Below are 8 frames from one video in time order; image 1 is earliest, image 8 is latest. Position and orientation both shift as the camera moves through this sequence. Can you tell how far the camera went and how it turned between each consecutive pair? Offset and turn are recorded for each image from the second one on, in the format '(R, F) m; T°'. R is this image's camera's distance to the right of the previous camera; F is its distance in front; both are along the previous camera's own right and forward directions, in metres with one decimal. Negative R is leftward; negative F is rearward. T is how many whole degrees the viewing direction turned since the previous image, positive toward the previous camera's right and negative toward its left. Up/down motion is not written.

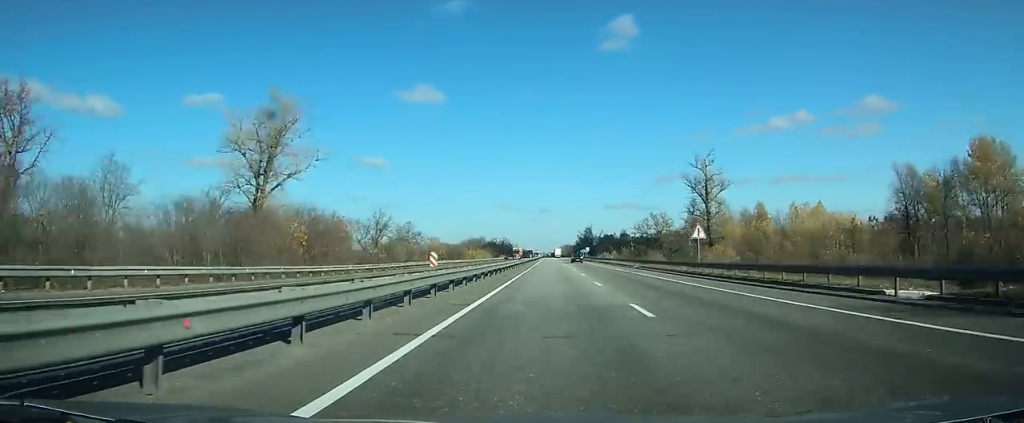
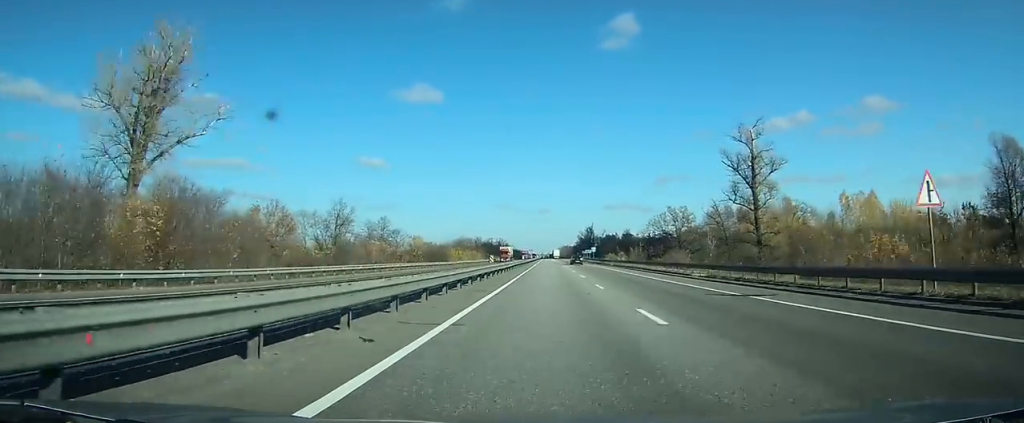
(+0.1, +24.1) m; 0°
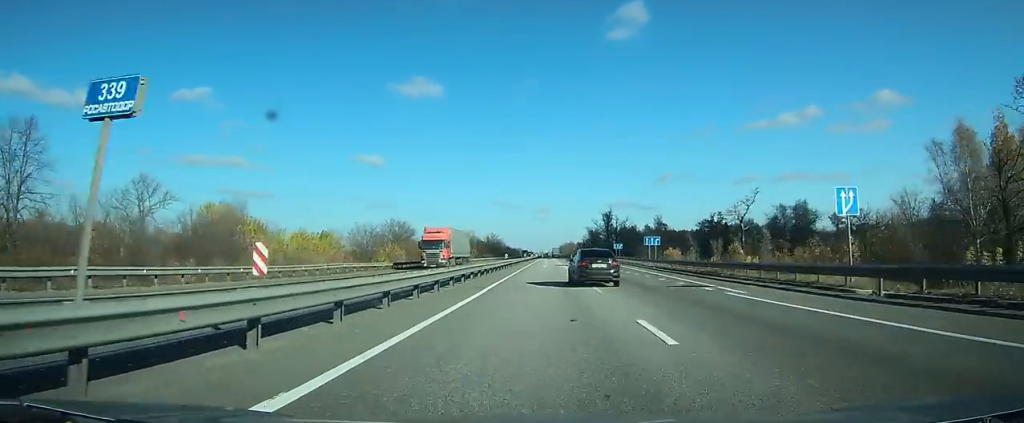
(+0.2, +112.3) m; 0°
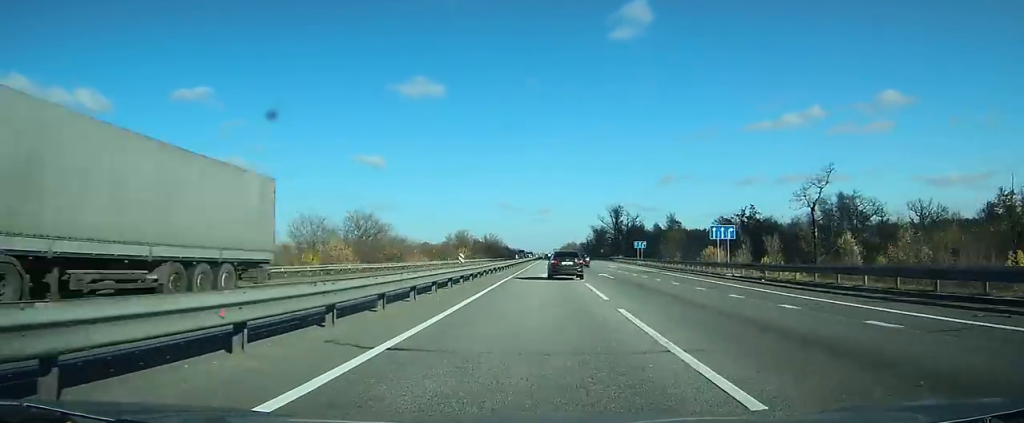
(0.0, +28.2) m; 0°
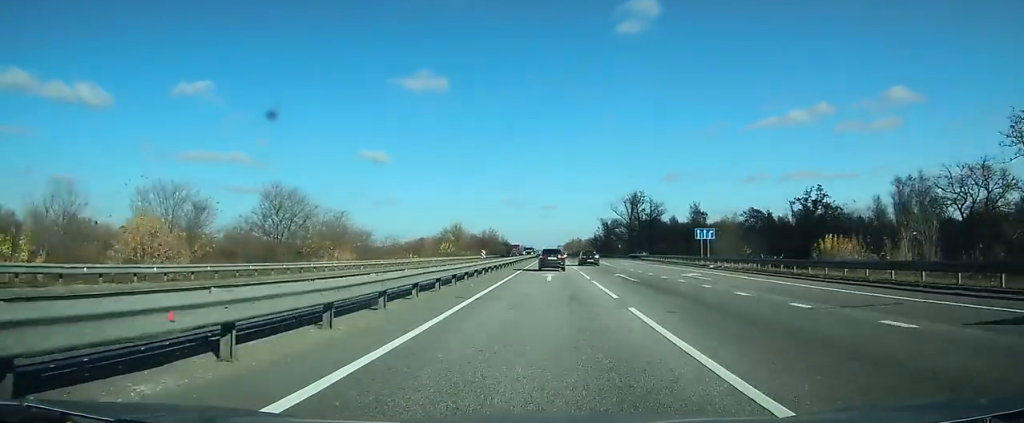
(0.0, +36.1) m; 0°
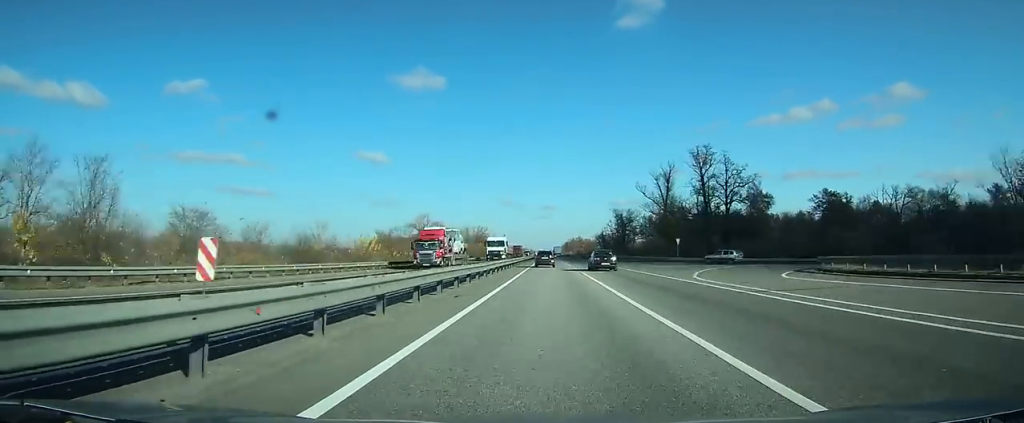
(-0.1, +64.6) m; 0°
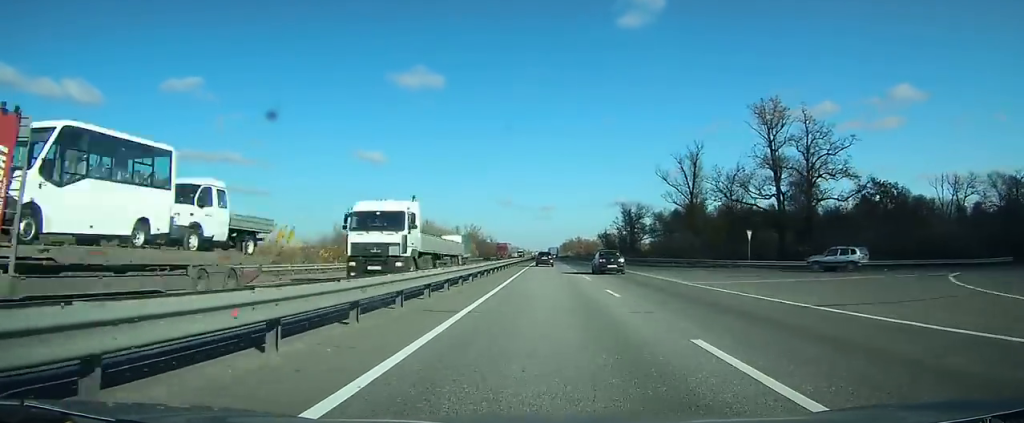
(0.0, +27.2) m; 0°
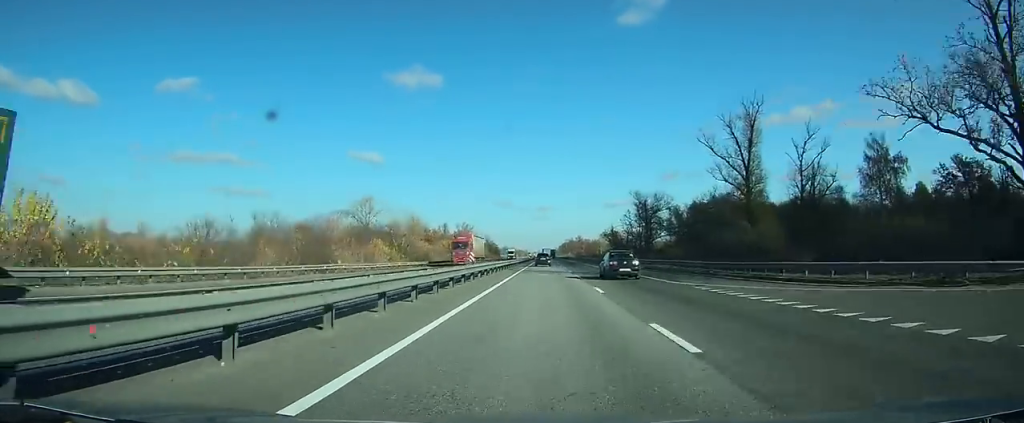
(0.0, +32.7) m; 0°
